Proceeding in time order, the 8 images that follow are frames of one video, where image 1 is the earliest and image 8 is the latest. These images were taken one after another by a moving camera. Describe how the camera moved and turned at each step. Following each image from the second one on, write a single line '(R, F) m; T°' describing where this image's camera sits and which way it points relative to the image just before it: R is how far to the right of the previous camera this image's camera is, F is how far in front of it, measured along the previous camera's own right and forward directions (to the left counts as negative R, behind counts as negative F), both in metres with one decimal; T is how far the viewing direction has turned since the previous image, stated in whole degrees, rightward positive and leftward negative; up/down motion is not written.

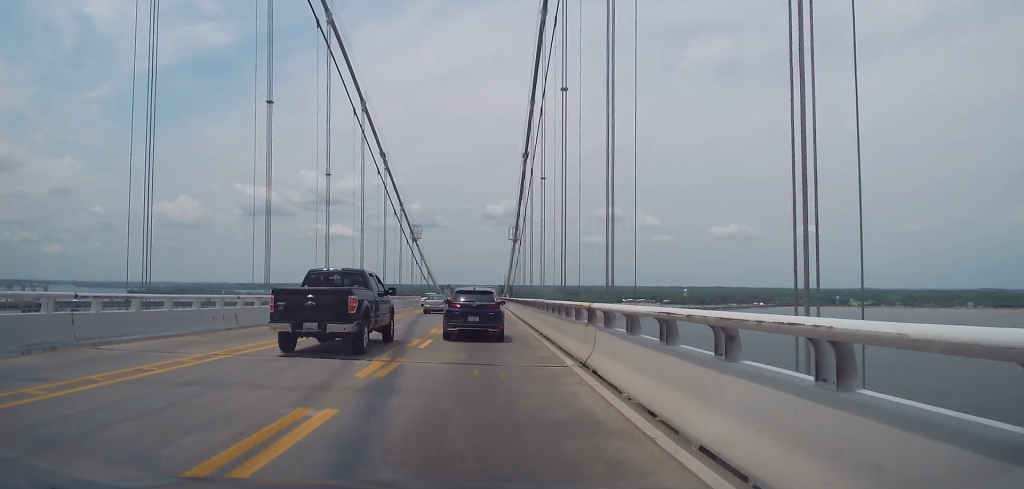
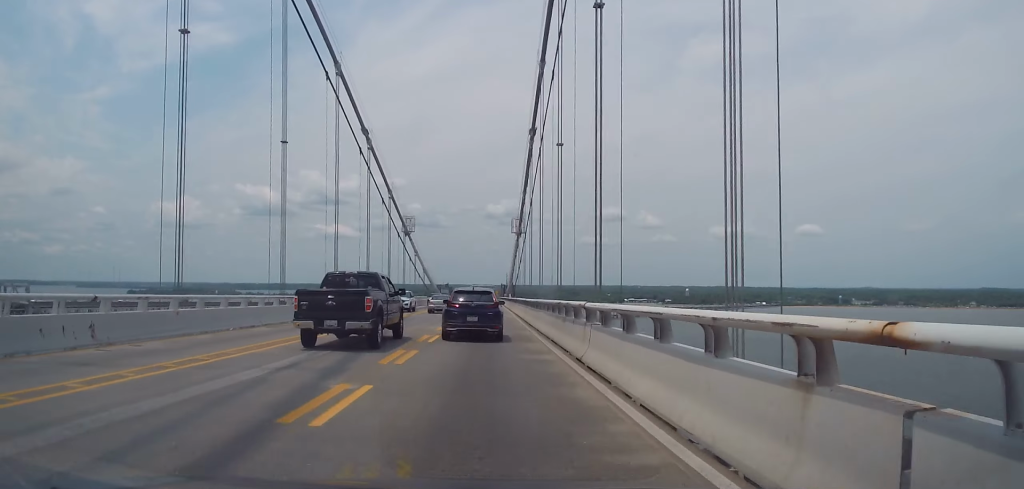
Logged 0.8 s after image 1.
(+0.1, +10.0) m; +1°
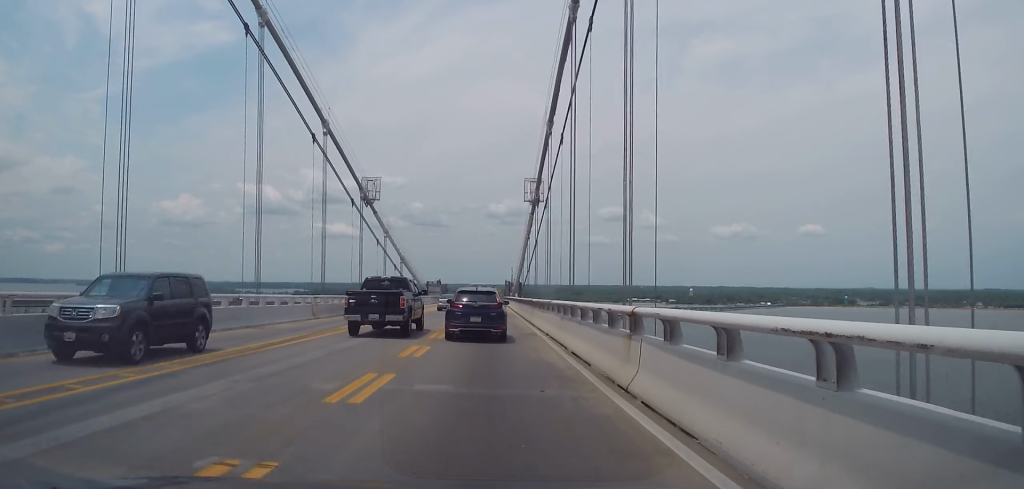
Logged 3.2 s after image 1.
(+0.9, +29.0) m; +1°
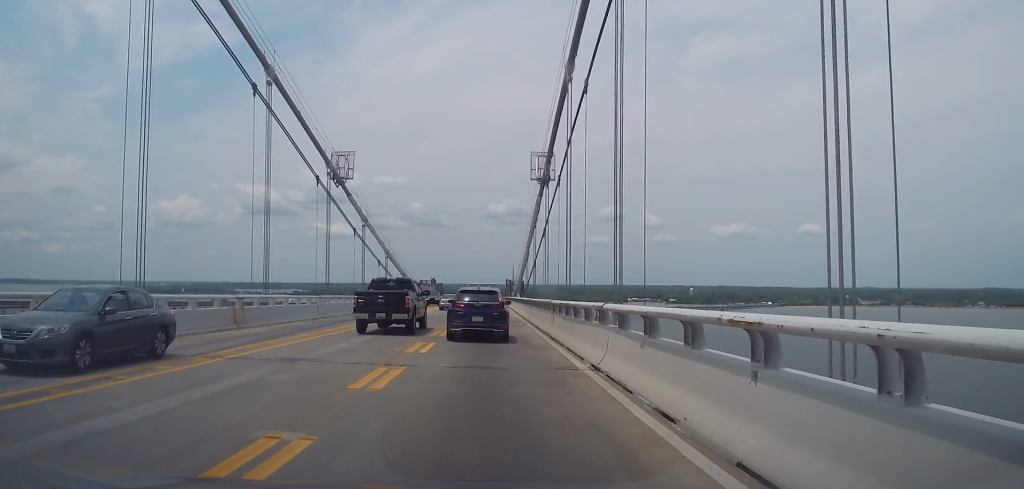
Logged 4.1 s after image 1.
(-0.3, +11.1) m; -2°
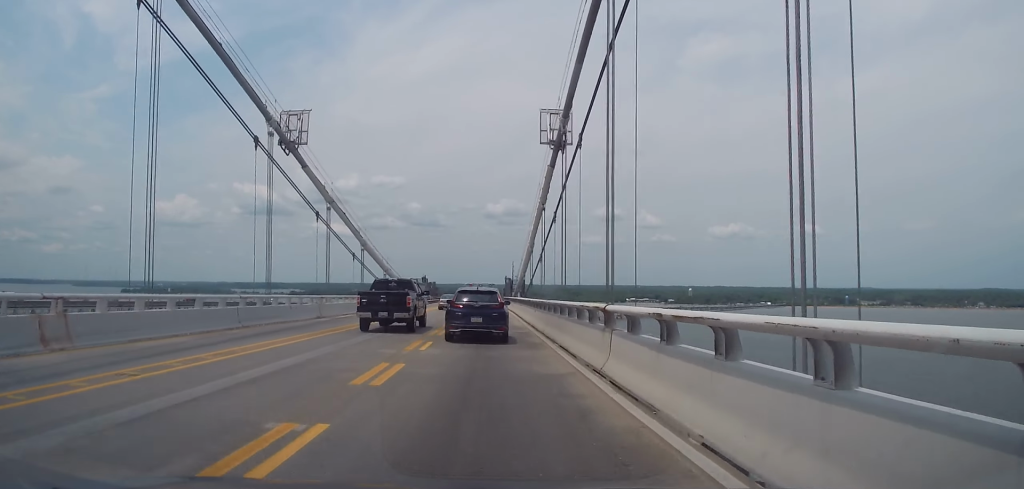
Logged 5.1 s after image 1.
(0.0, +11.6) m; 0°
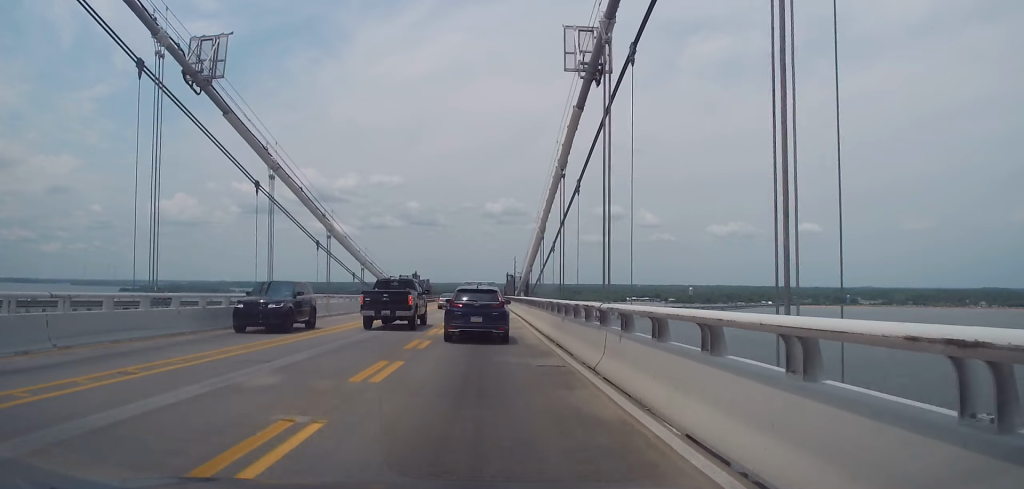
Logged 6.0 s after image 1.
(0.0, +12.0) m; +1°
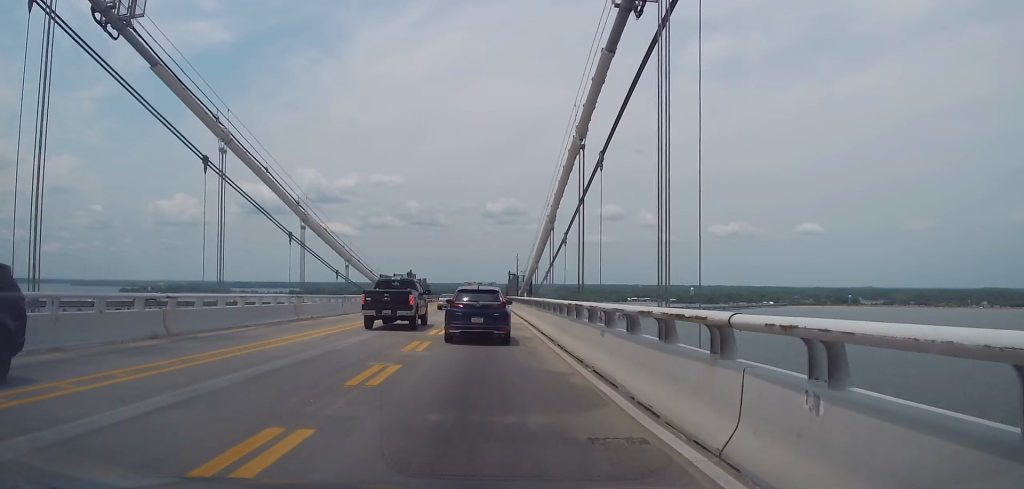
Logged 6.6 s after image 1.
(0.0, +6.6) m; +1°
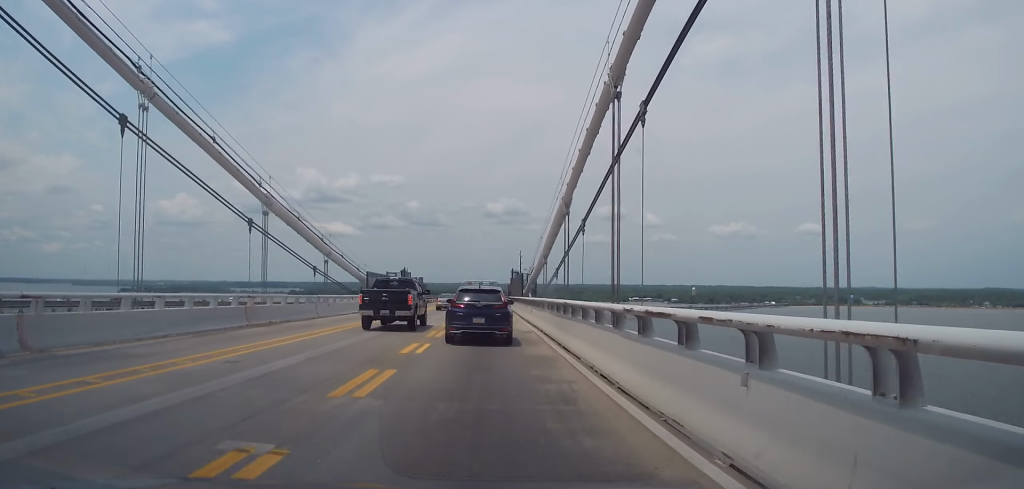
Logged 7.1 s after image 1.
(+0.1, +7.0) m; 0°
